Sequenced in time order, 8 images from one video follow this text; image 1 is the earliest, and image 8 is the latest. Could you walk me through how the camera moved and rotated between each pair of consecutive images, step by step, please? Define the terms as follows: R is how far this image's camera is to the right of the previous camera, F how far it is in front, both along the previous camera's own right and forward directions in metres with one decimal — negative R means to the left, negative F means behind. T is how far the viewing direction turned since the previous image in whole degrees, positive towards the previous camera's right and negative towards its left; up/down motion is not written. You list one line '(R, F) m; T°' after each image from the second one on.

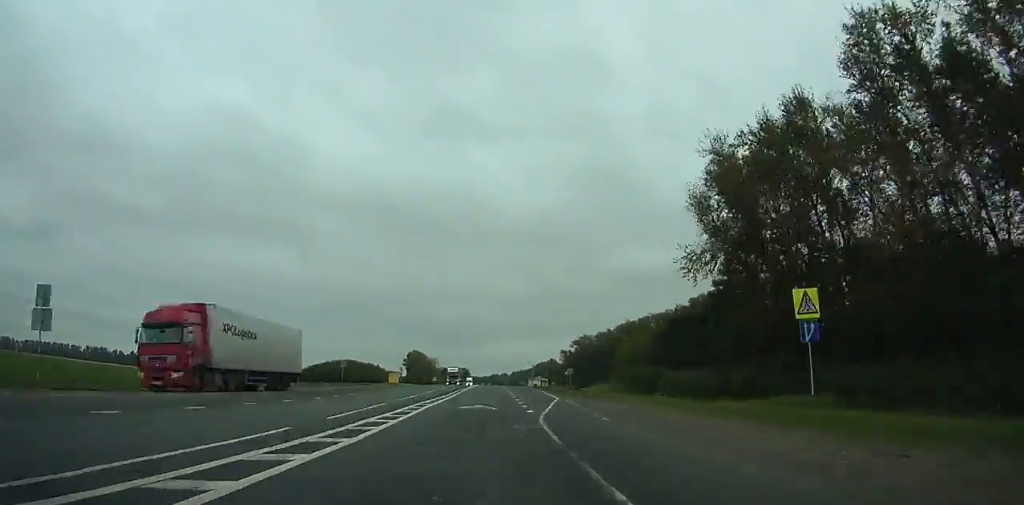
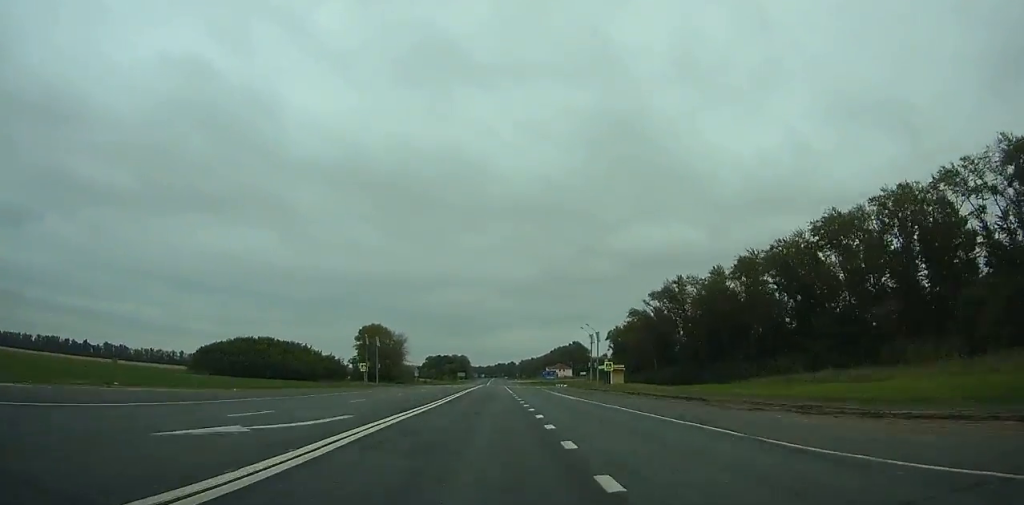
(+0.8, +127.2) m; 0°
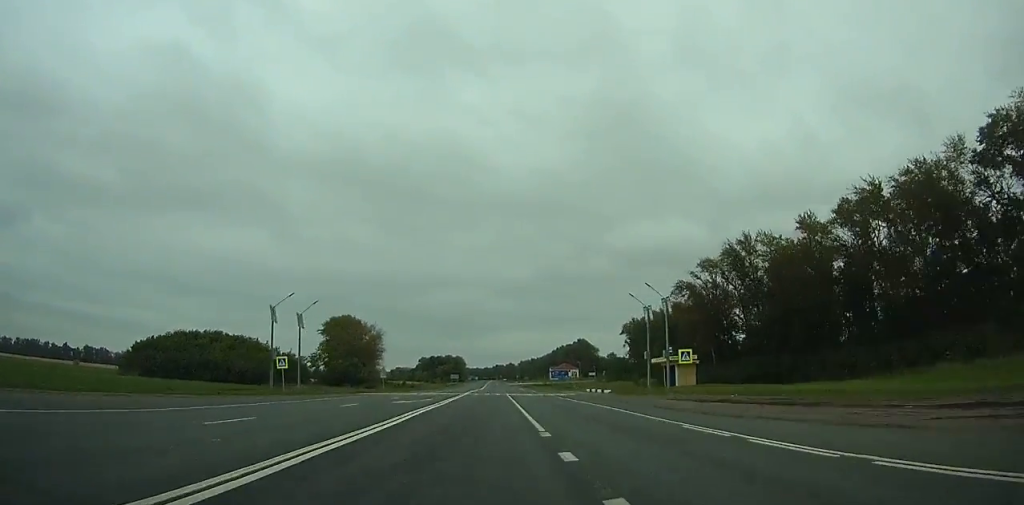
(-0.2, +37.7) m; 0°
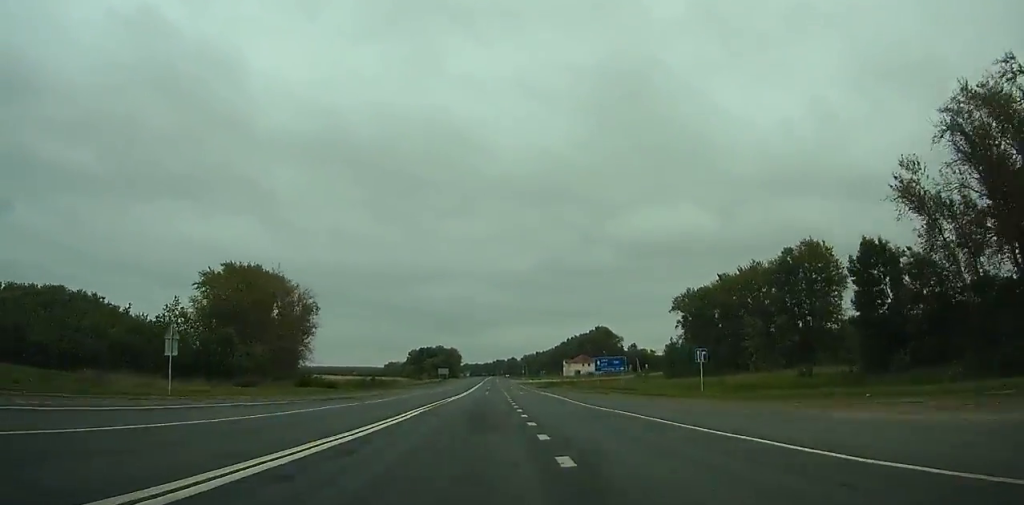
(-0.2, +65.6) m; 0°
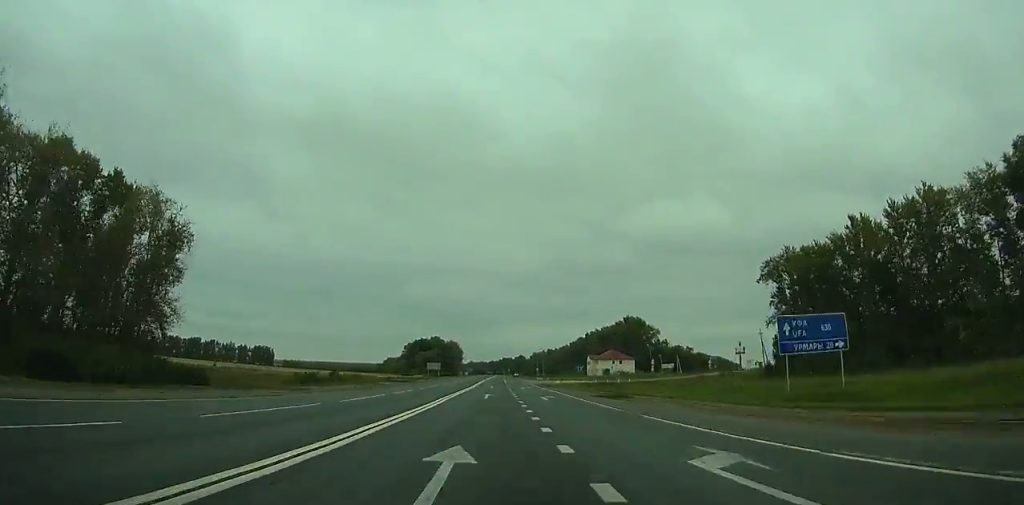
(-0.1, +53.1) m; 0°
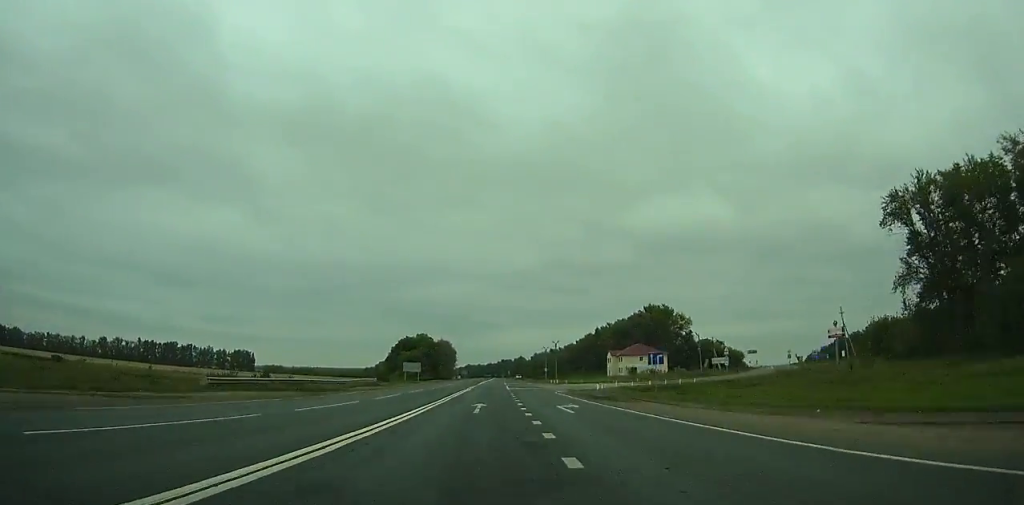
(0.0, +40.4) m; 0°
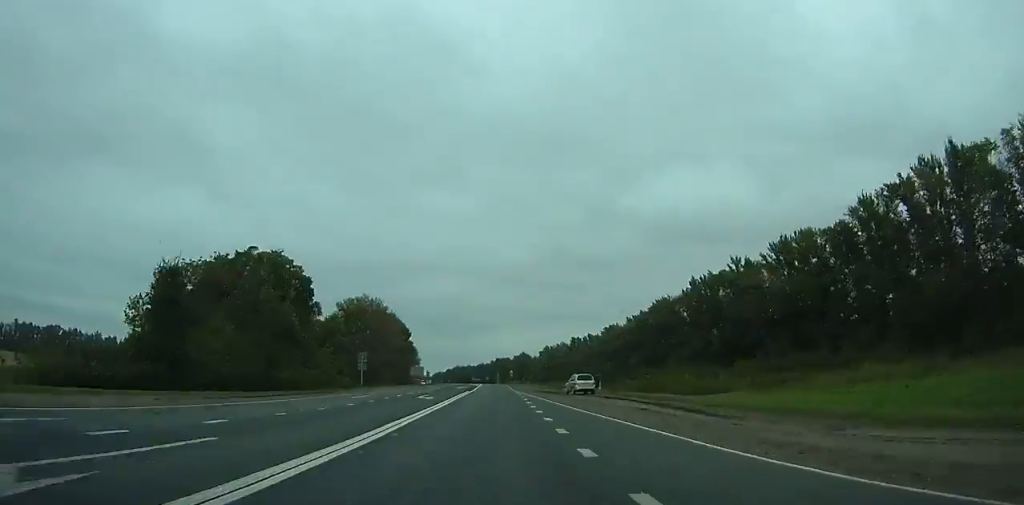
(+0.3, +151.6) m; 0°
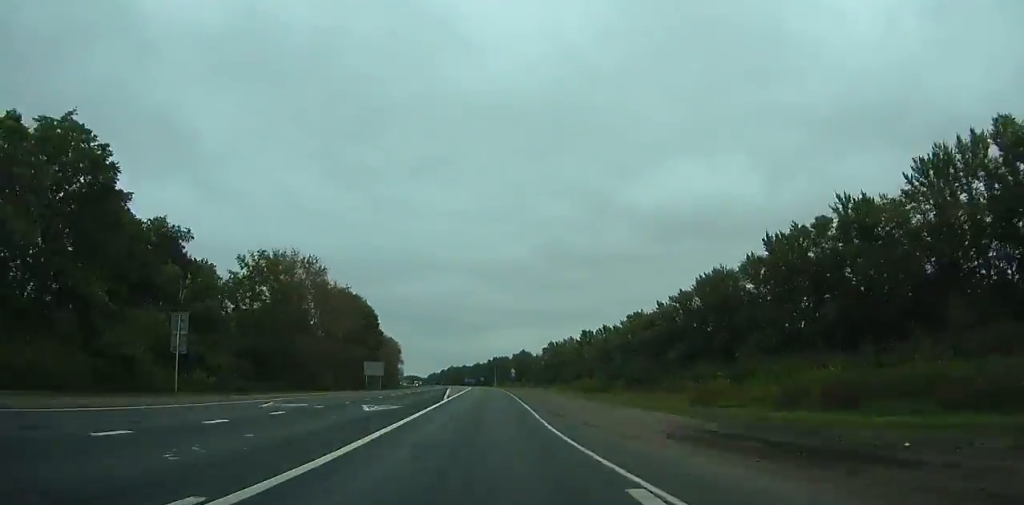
(+0.1, +42.7) m; 0°
